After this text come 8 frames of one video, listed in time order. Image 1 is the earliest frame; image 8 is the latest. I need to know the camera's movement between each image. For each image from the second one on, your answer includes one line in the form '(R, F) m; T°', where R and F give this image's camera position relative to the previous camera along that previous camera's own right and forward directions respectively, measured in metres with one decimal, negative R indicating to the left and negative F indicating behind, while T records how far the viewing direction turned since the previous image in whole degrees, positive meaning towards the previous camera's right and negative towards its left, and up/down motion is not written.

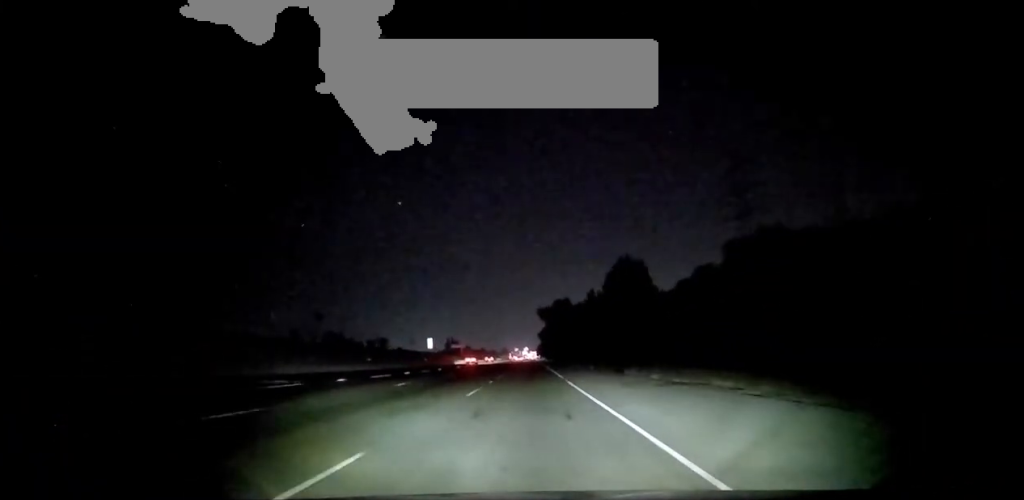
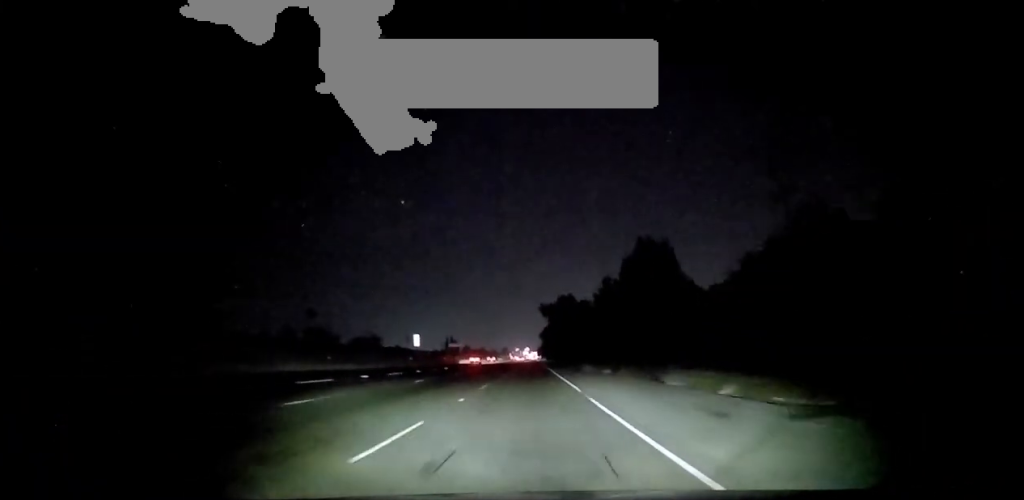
(+0.1, +11.0) m; -1°
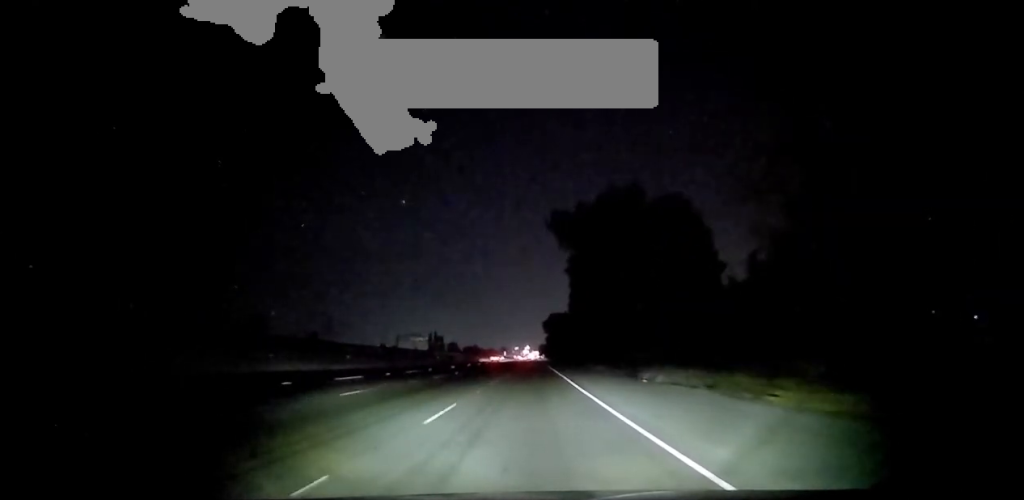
(+0.3, +84.6) m; +1°
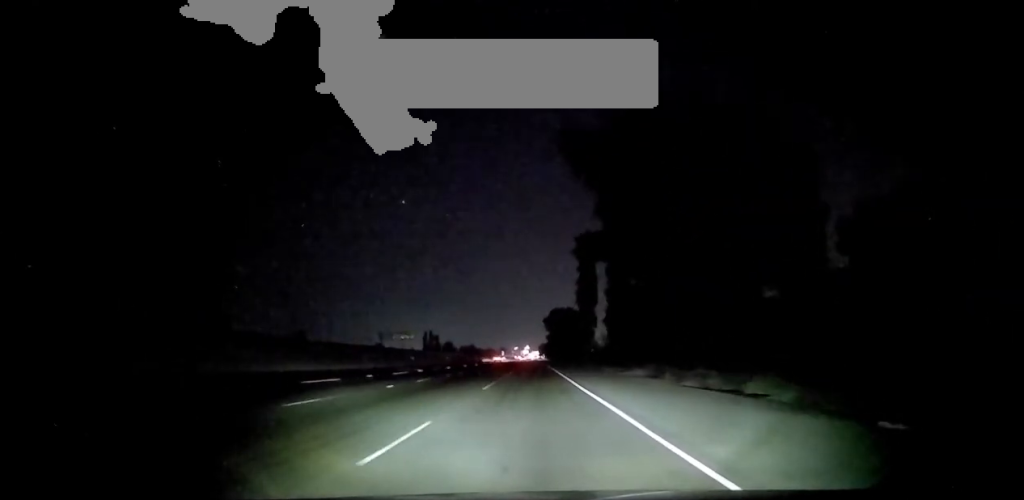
(0.0, +18.7) m; 0°
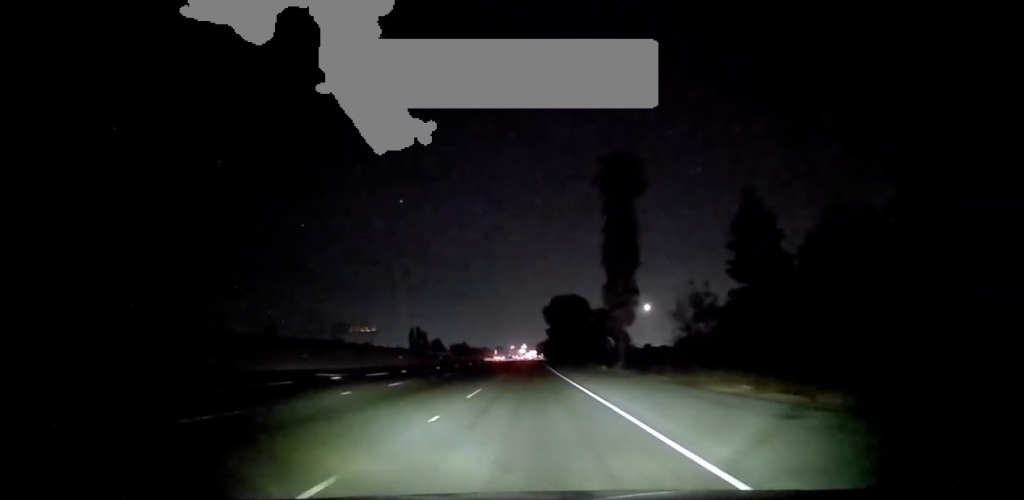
(0.0, +34.0) m; 0°
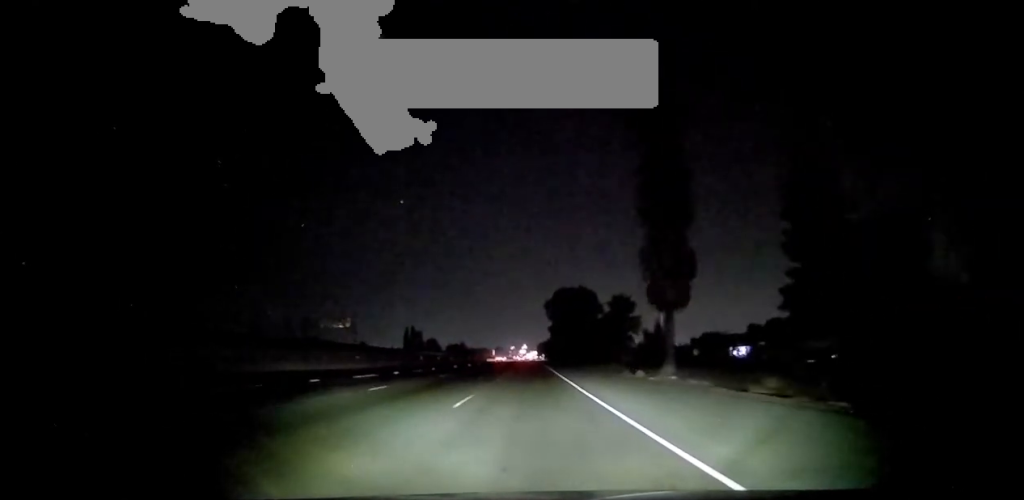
(+0.1, +17.0) m; -1°
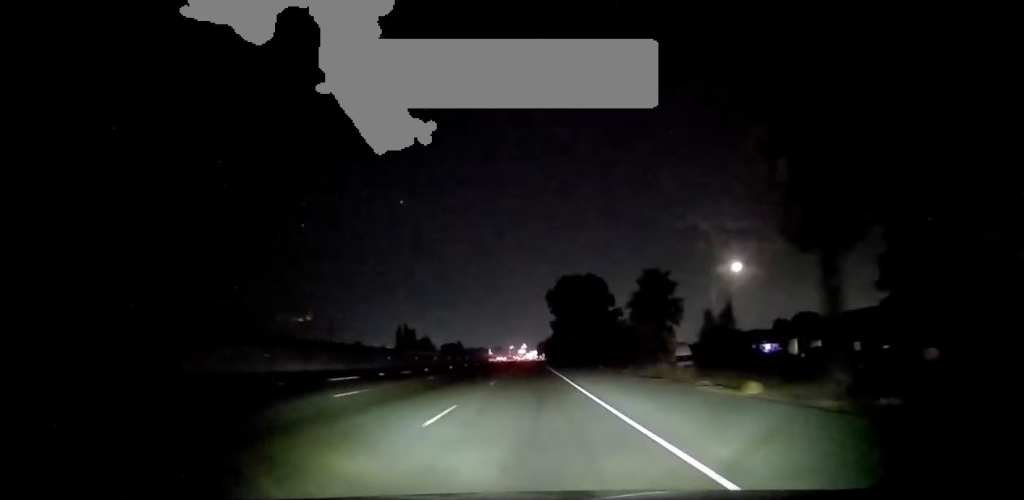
(-0.2, +17.9) m; 0°
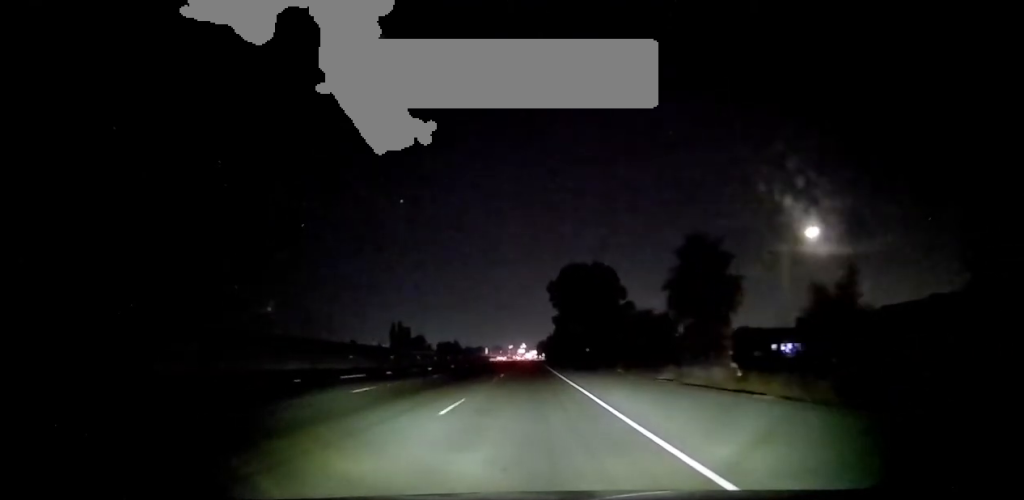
(-0.2, +12.8) m; 0°
